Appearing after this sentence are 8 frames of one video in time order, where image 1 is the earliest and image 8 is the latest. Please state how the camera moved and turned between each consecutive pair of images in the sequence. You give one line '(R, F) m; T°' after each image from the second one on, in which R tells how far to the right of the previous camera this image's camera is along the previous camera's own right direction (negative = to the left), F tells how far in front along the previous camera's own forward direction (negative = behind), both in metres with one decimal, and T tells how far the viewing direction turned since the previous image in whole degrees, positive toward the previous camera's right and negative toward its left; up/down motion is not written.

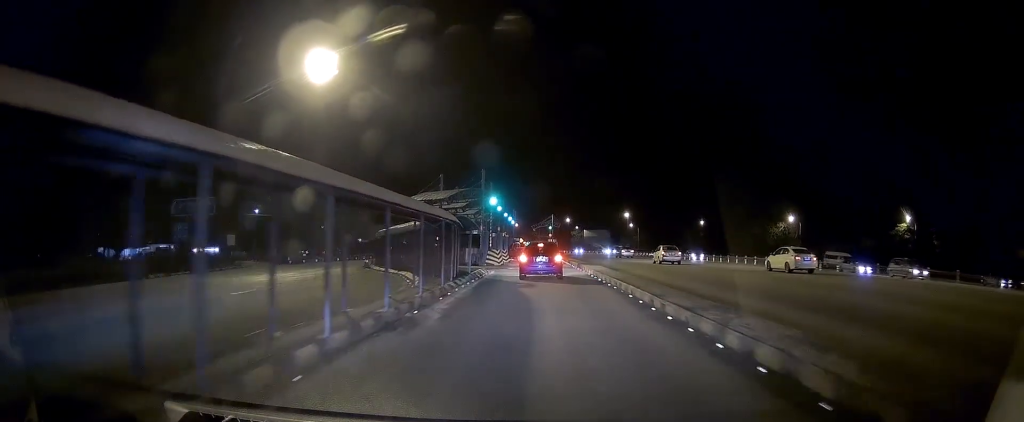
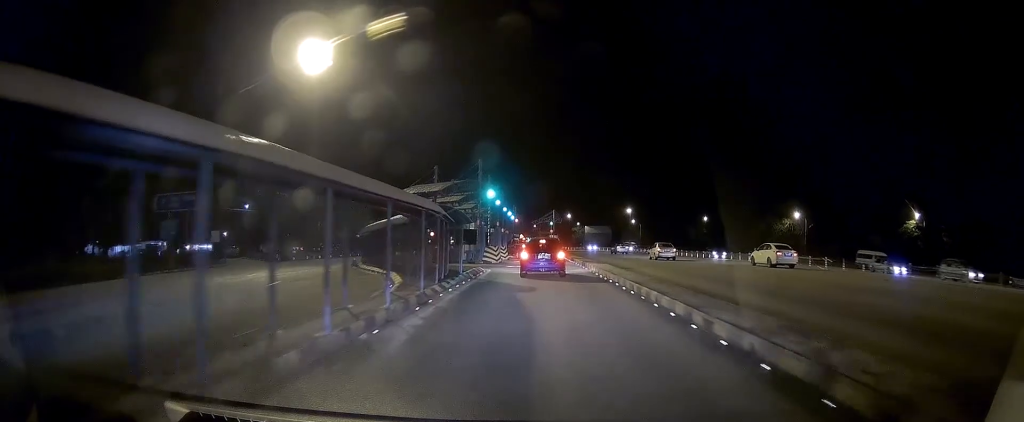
(-0.1, +3.2) m; 0°
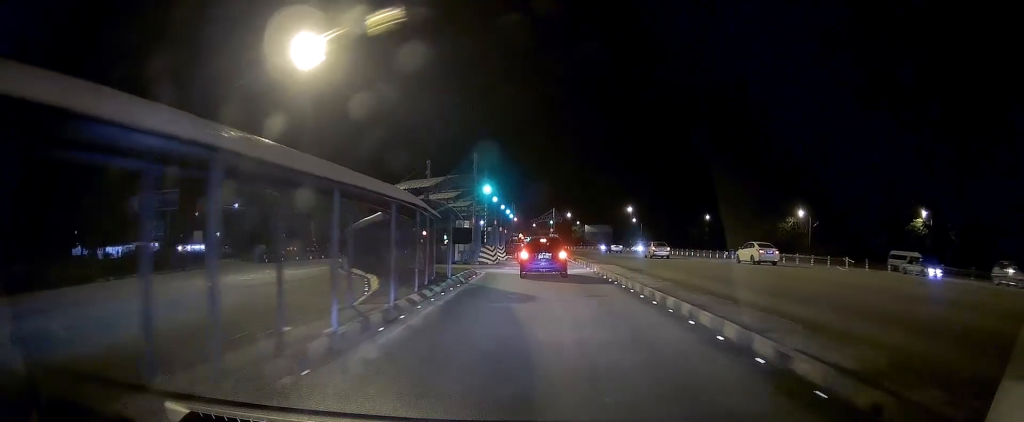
(+0.1, +2.8) m; +1°
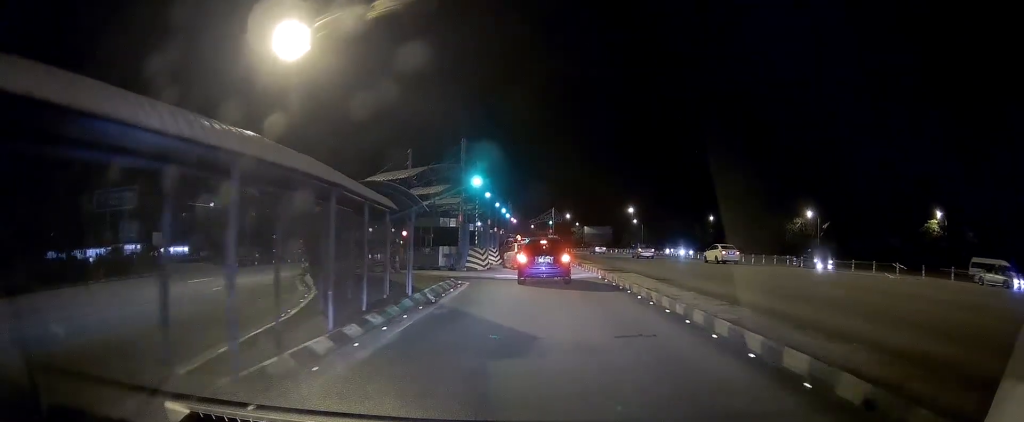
(+0.1, +5.9) m; +1°
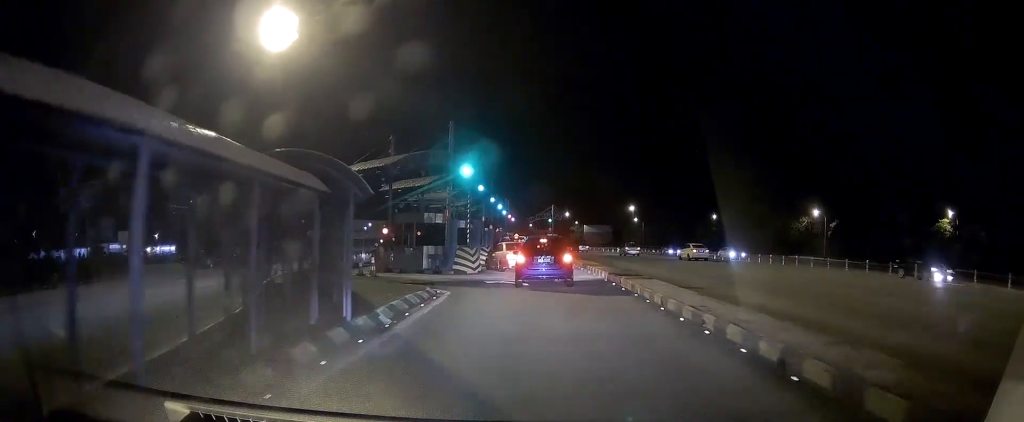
(0.0, +4.6) m; 0°
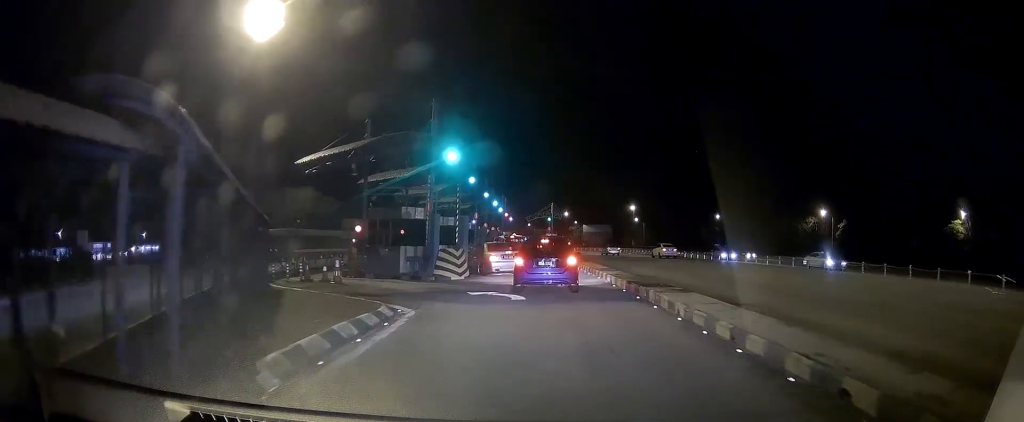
(0.0, +4.5) m; 0°
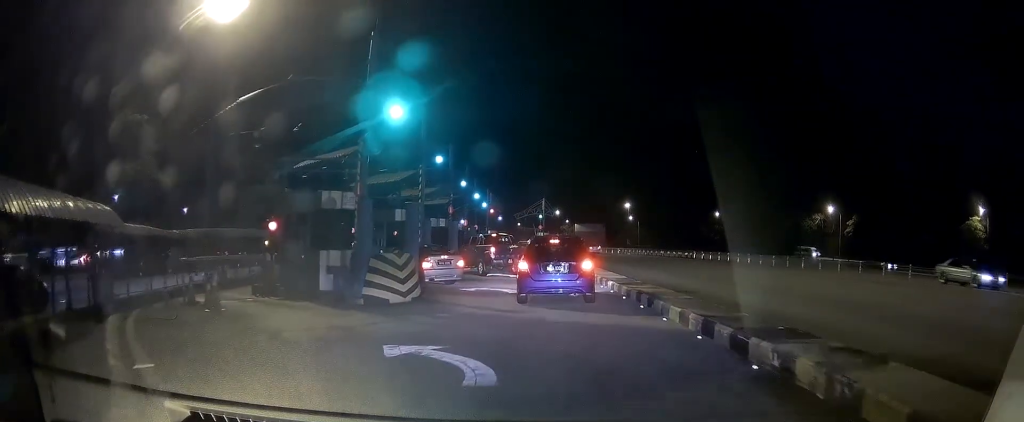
(-0.1, +7.8) m; -1°
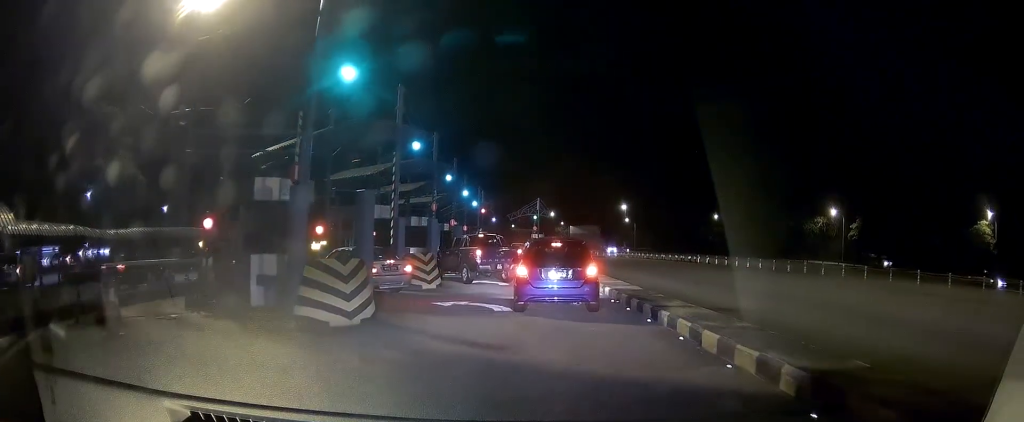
(+0.2, +3.4) m; +4°
